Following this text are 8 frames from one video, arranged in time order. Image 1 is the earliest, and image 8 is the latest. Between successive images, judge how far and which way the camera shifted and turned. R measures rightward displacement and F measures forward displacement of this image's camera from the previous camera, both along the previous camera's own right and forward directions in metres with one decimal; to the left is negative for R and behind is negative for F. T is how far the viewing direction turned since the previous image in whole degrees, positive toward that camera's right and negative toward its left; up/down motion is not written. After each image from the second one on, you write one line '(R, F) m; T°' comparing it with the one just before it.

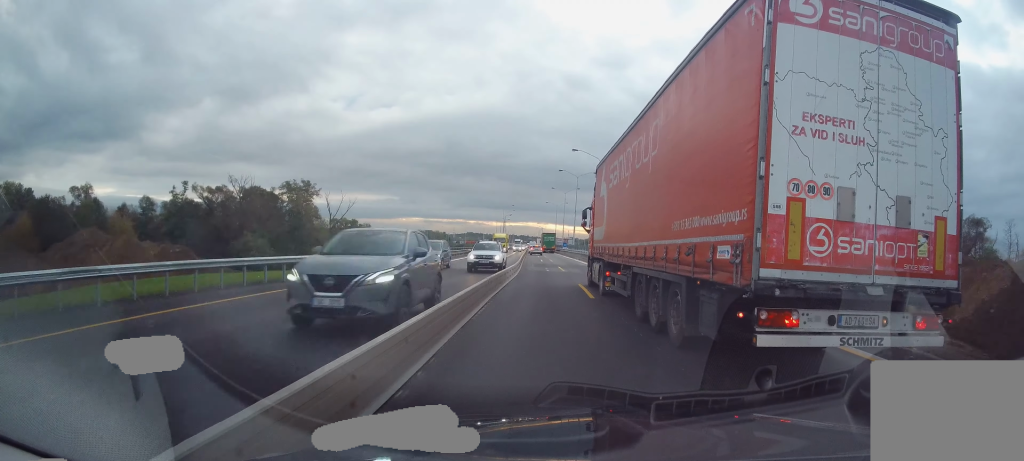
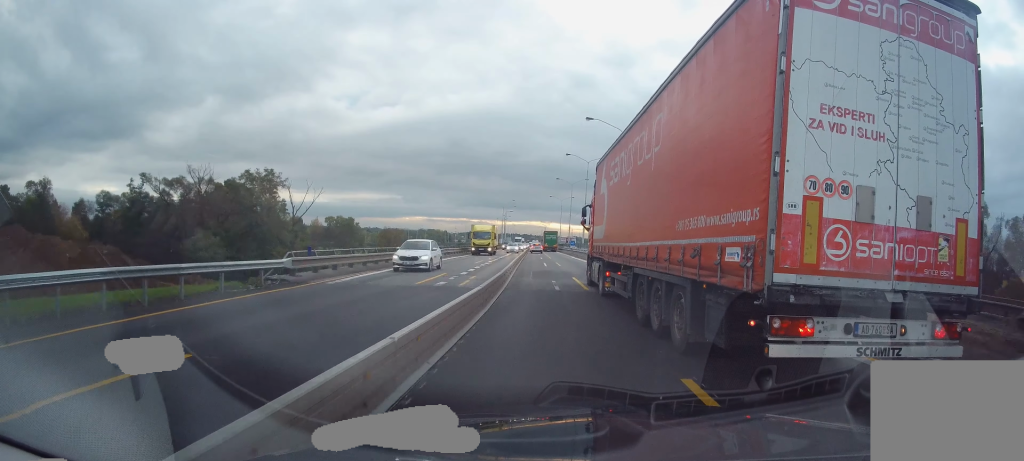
(+0.2, +15.2) m; +1°
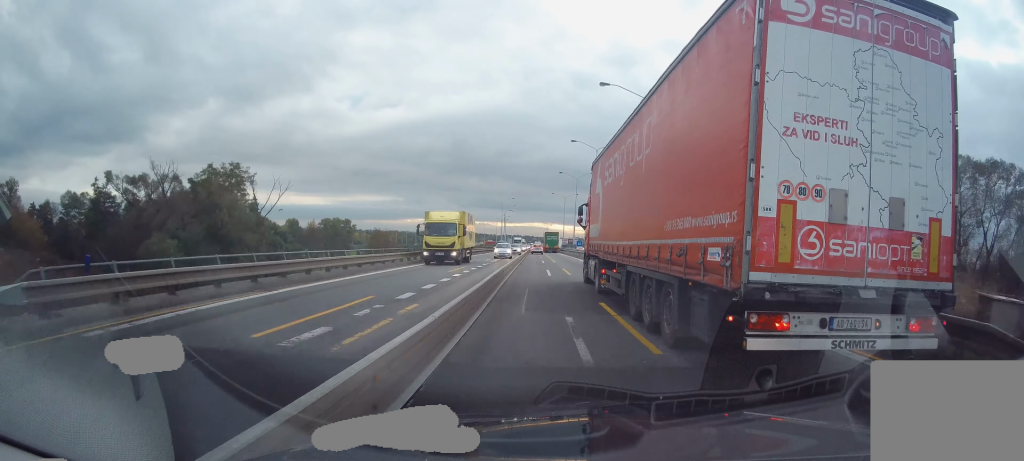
(0.0, +10.9) m; -2°
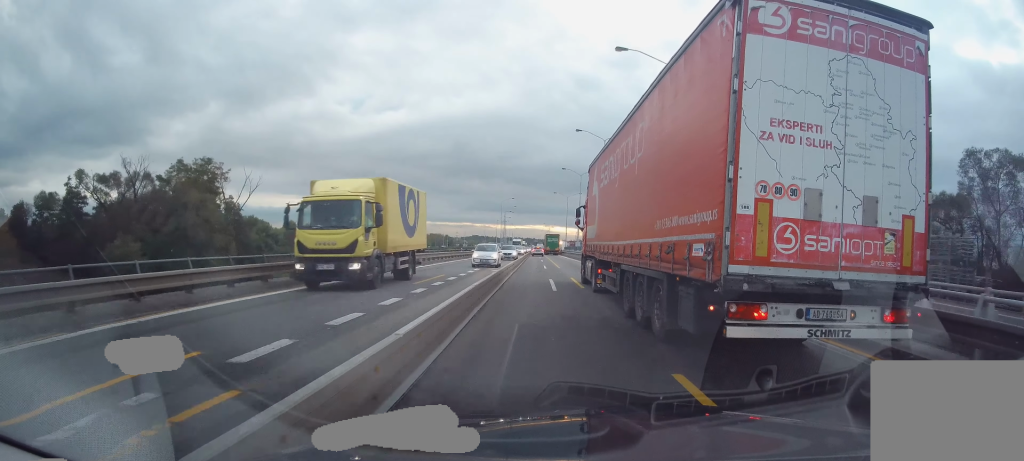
(-0.2, +7.4) m; -1°
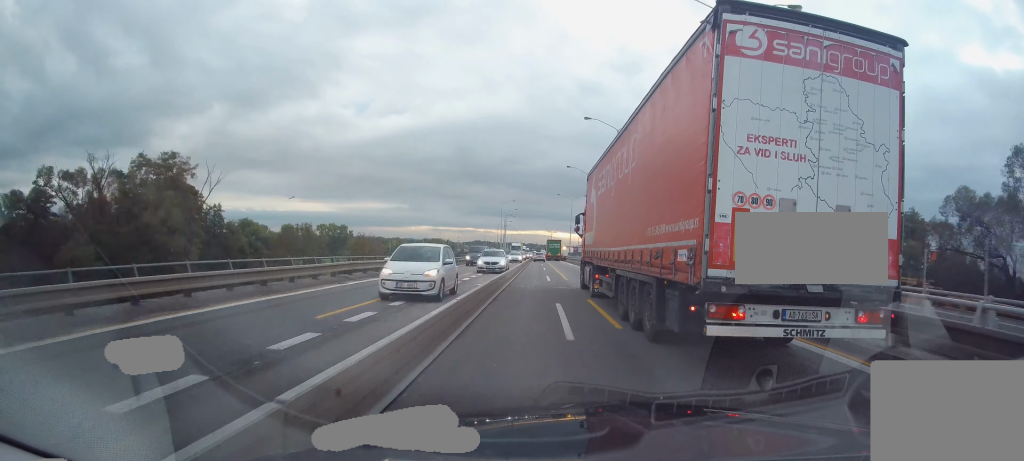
(-0.3, +7.9) m; 0°
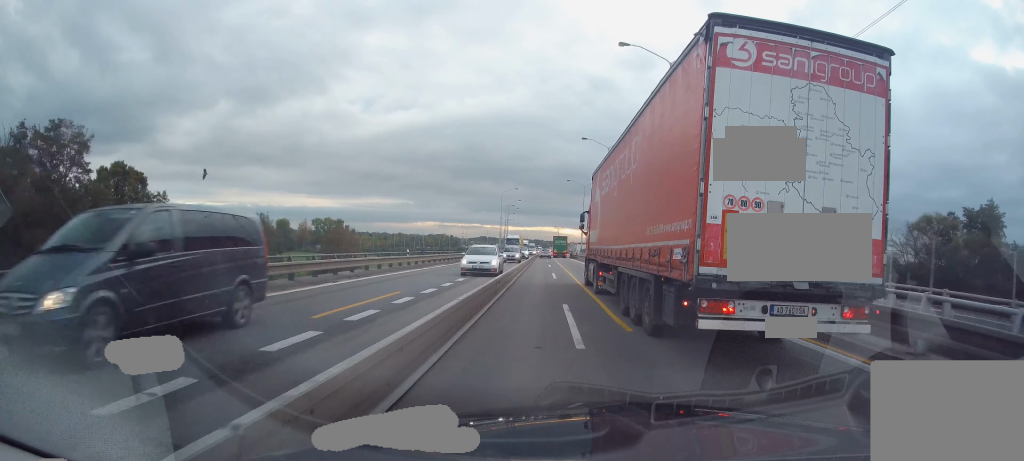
(+0.8, +18.7) m; +1°
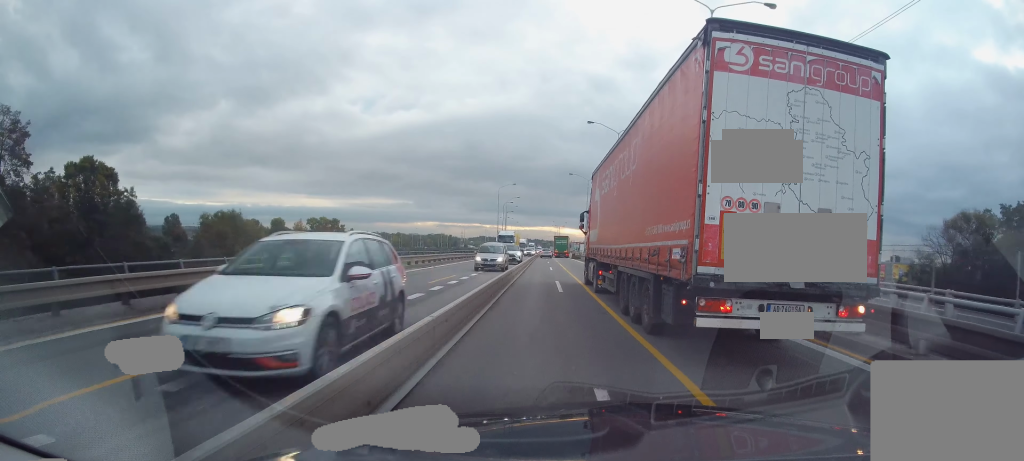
(-0.1, +7.8) m; -1°
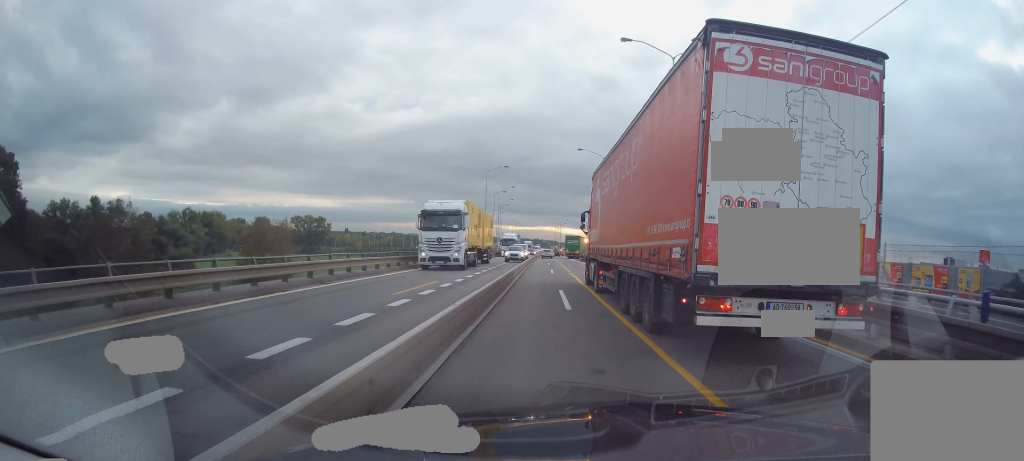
(+0.1, +22.7) m; 0°
